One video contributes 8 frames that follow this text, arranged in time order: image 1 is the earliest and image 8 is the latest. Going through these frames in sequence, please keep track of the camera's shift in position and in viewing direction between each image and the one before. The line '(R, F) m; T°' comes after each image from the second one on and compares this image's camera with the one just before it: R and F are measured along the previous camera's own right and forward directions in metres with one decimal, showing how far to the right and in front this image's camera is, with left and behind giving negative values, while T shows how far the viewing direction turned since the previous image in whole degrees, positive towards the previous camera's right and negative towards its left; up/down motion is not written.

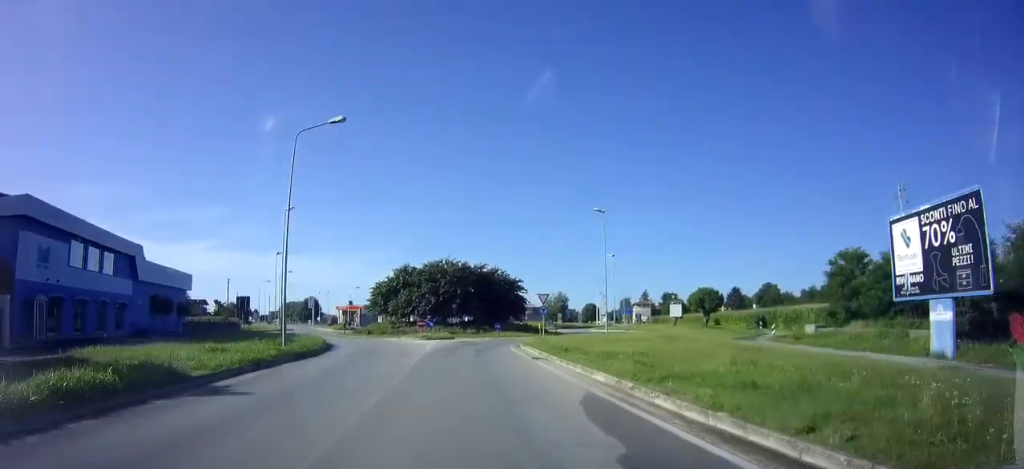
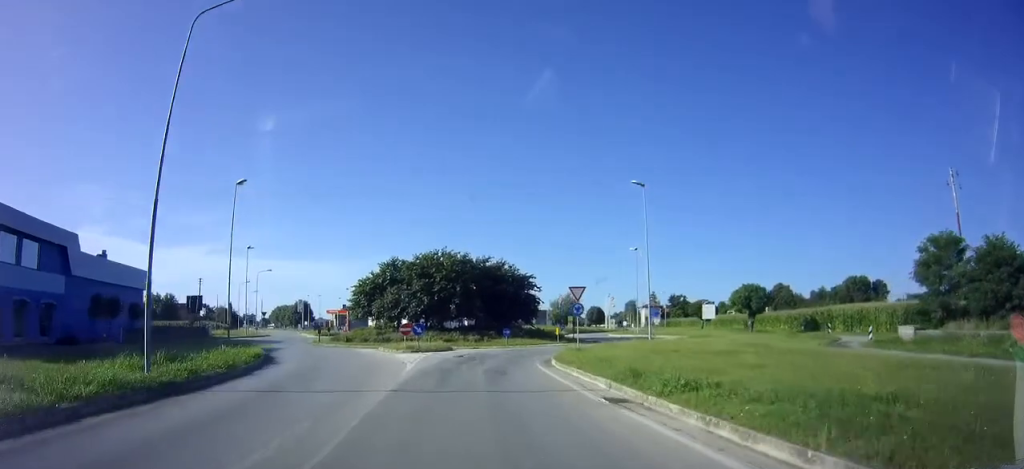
(-0.2, +10.5) m; 0°
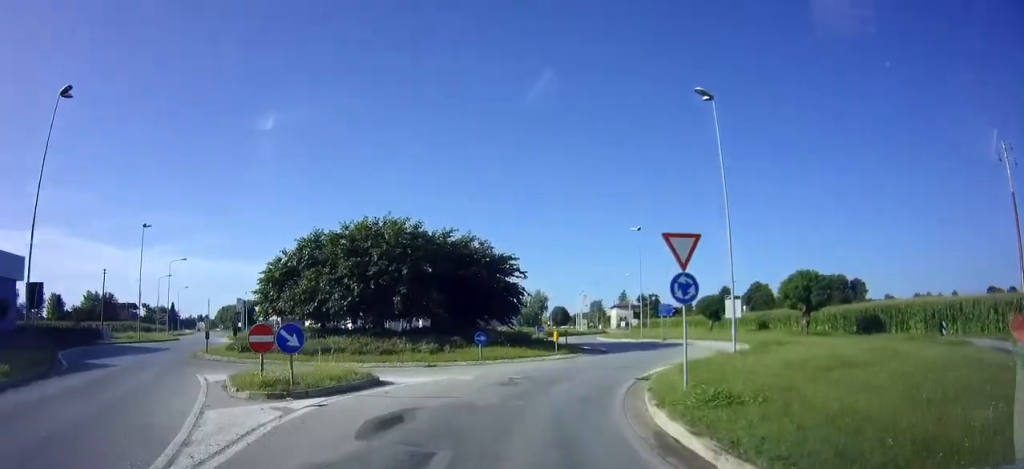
(+0.6, +15.5) m; +8°
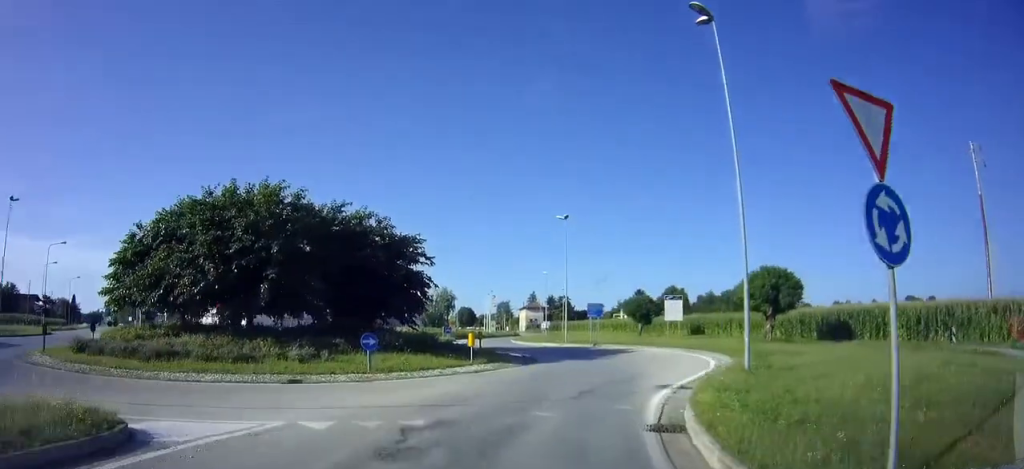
(+0.4, +7.1) m; +8°
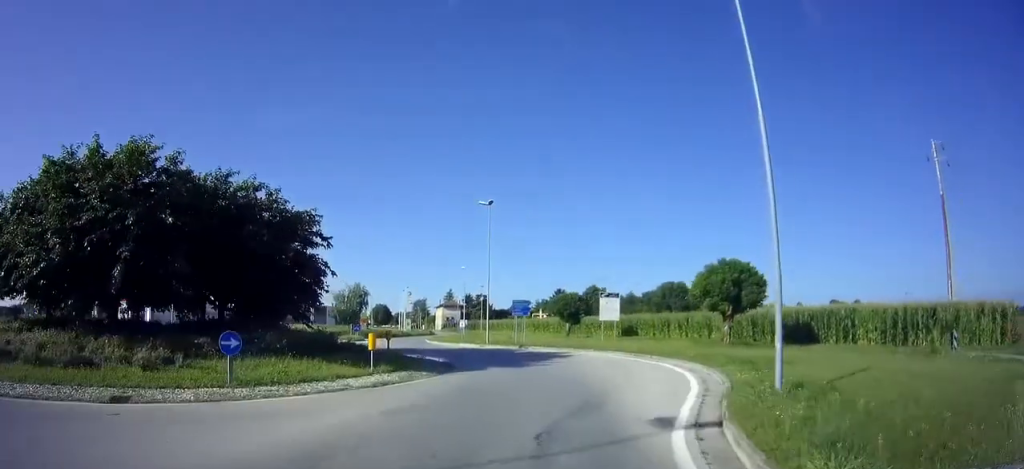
(+0.1, +4.8) m; +7°
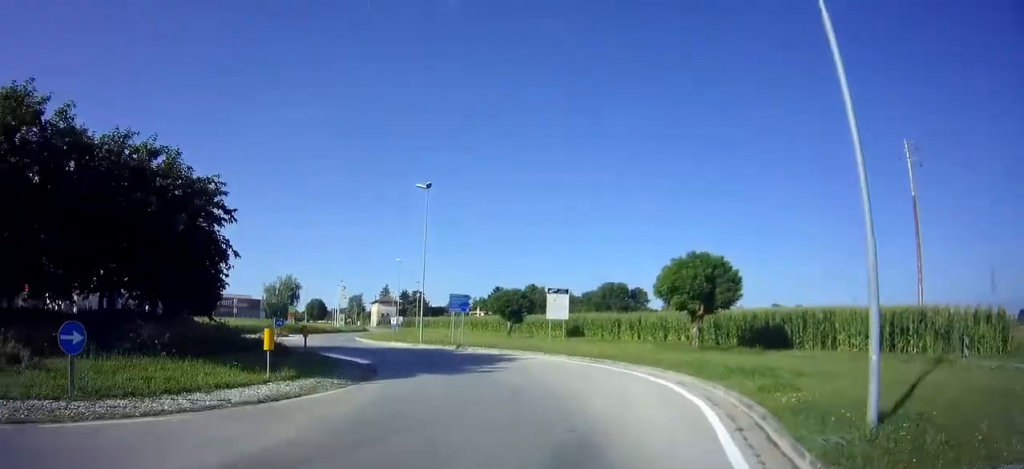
(+0.4, +3.6) m; +3°
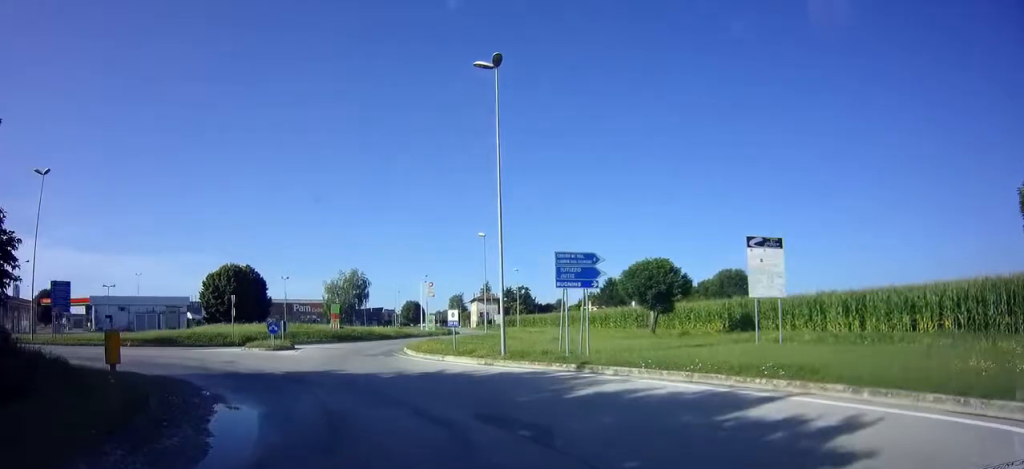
(+0.3, +16.6) m; -9°
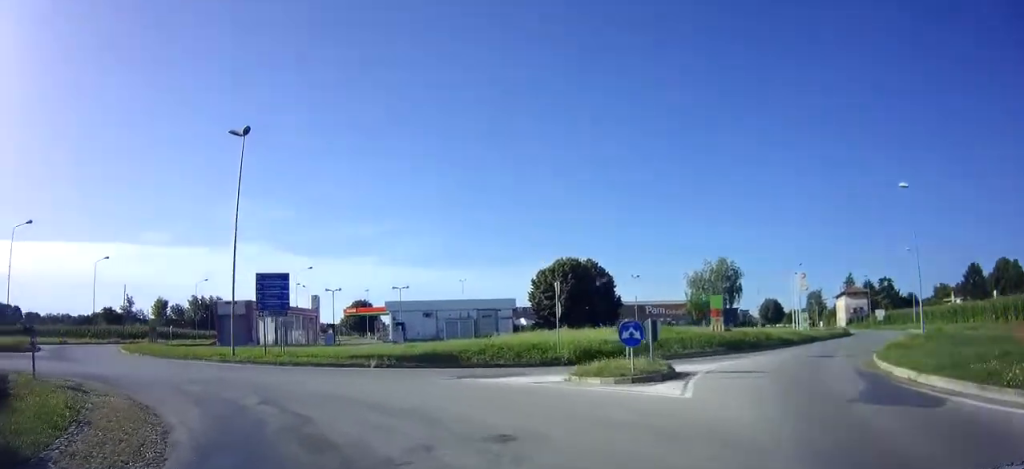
(-3.3, +13.3) m; -36°
